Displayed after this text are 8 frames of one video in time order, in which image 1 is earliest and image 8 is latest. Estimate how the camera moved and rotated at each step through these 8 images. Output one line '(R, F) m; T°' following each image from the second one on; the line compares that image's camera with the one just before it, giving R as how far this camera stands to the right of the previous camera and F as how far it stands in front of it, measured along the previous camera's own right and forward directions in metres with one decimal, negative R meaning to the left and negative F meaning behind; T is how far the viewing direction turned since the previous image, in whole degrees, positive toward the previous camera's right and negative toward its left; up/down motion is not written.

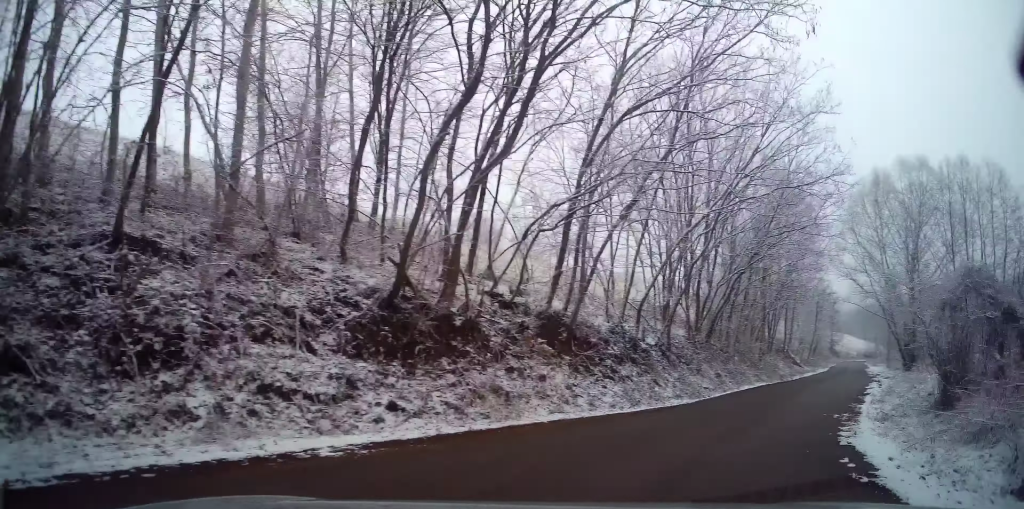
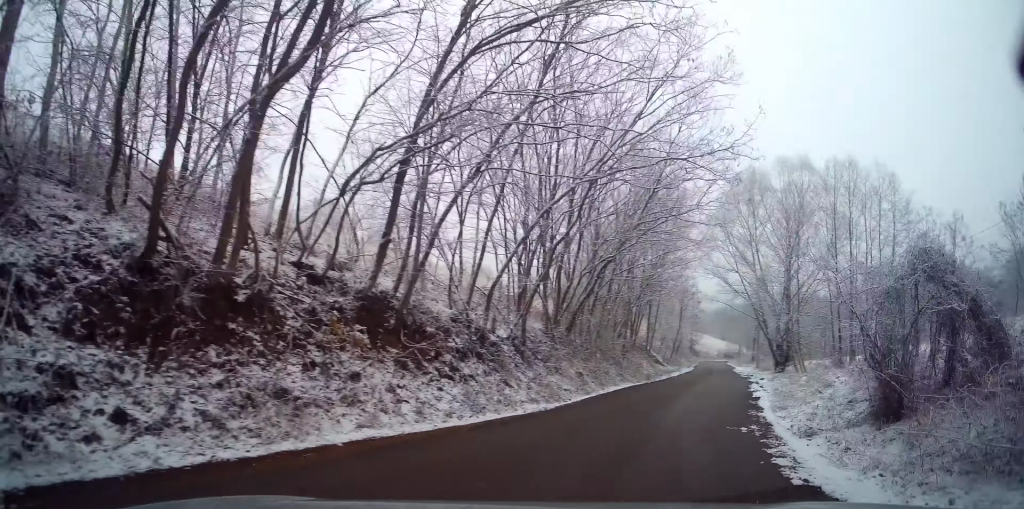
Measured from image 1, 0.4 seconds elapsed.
(-0.1, +2.7) m; +13°
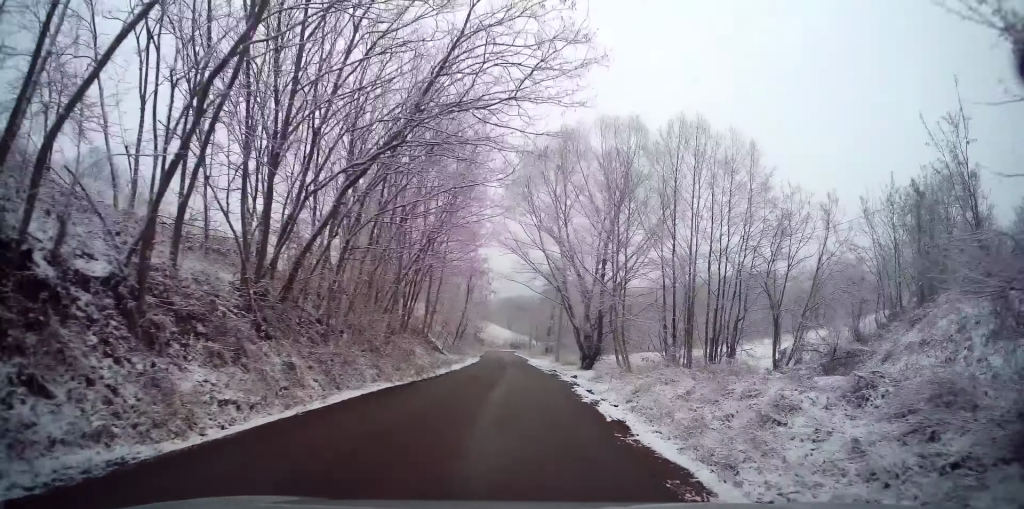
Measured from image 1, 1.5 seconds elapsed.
(+2.0, +7.9) m; +18°
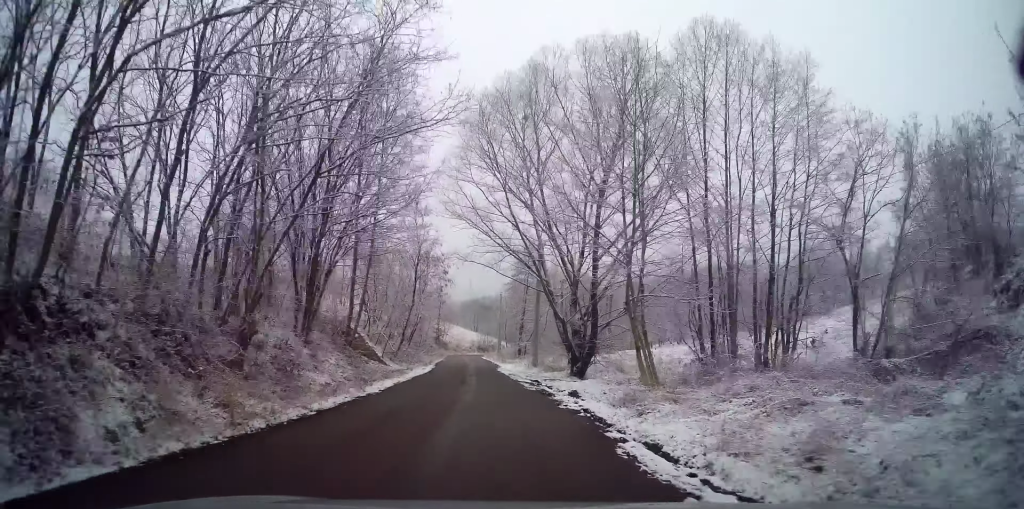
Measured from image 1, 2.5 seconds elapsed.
(+0.6, +9.7) m; +7°
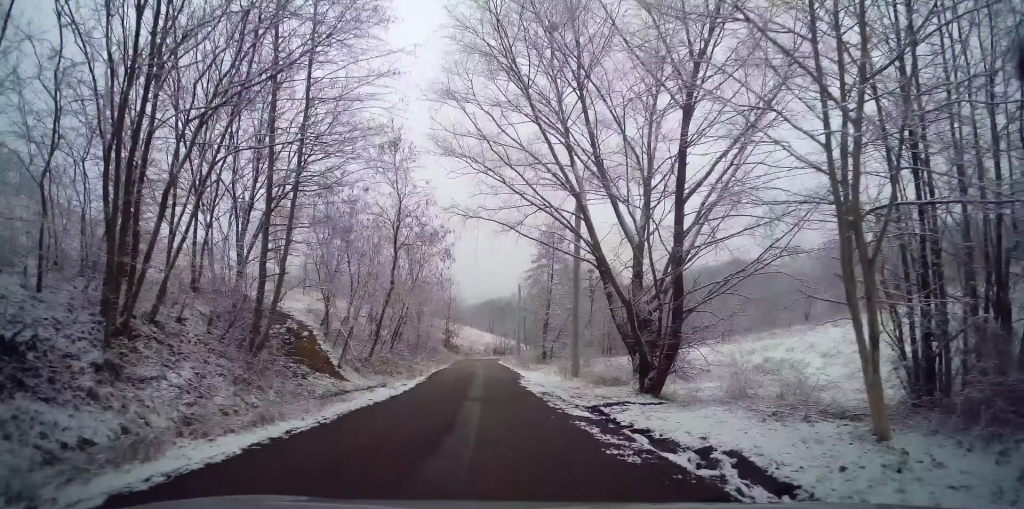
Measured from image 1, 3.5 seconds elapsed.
(+0.6, +10.3) m; +2°
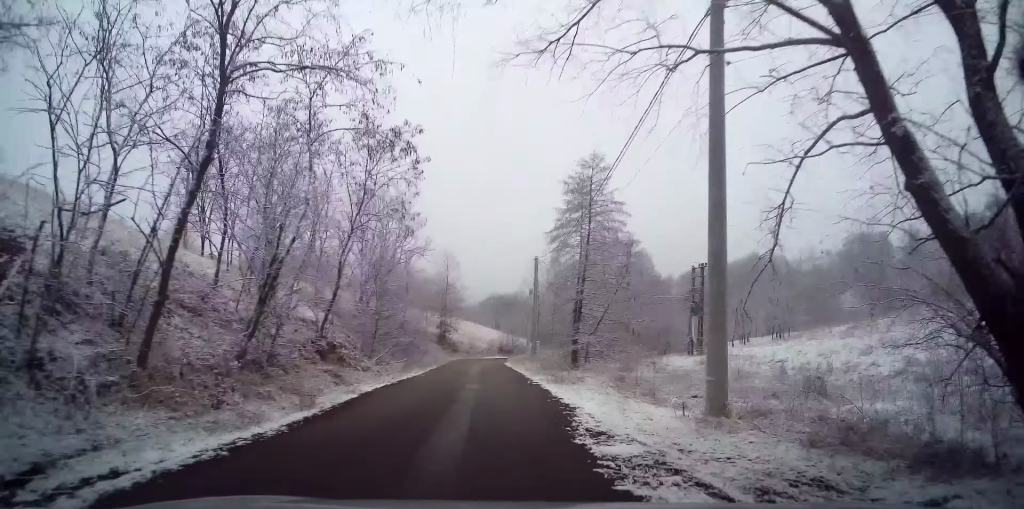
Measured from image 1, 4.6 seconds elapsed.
(-0.3, +14.3) m; 0°
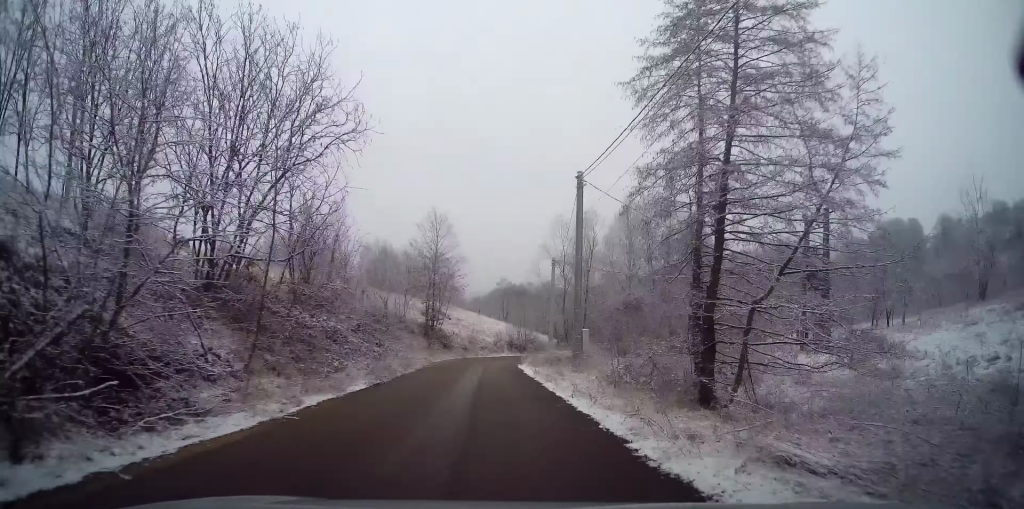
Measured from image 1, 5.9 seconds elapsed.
(+0.6, +18.4) m; +3°
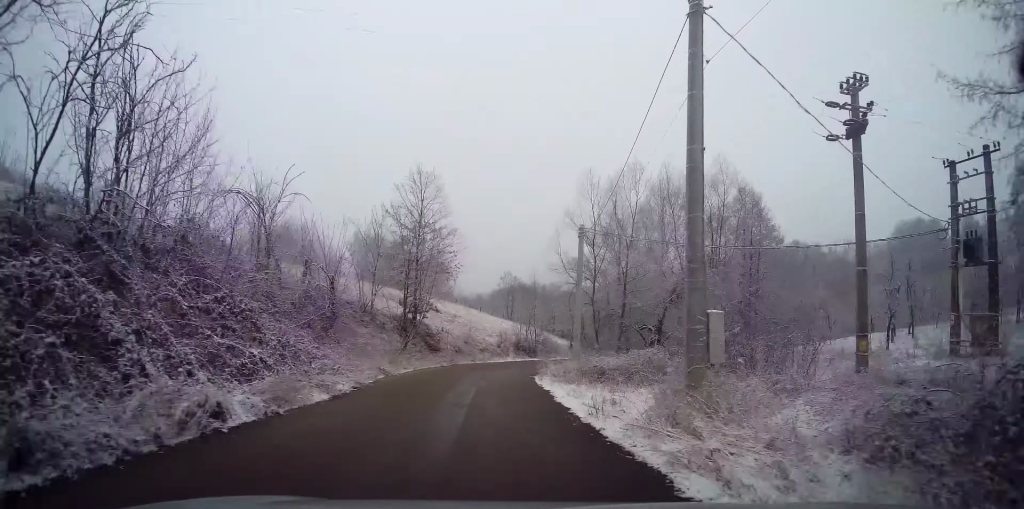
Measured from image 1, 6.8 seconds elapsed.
(0.0, +12.5) m; -1°
